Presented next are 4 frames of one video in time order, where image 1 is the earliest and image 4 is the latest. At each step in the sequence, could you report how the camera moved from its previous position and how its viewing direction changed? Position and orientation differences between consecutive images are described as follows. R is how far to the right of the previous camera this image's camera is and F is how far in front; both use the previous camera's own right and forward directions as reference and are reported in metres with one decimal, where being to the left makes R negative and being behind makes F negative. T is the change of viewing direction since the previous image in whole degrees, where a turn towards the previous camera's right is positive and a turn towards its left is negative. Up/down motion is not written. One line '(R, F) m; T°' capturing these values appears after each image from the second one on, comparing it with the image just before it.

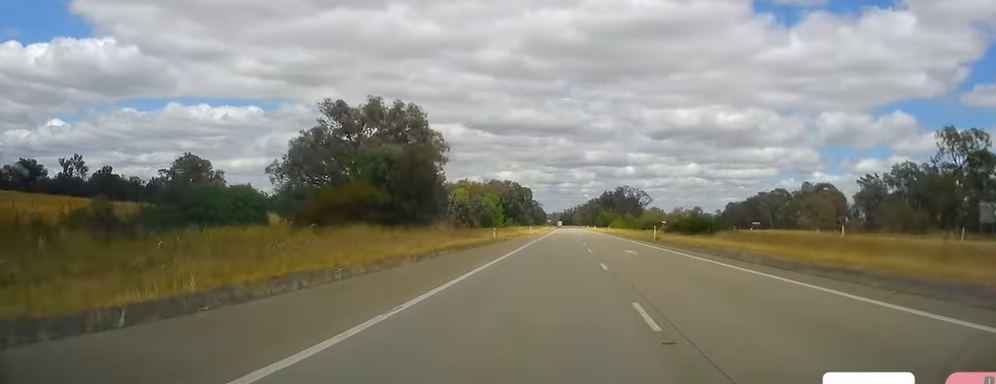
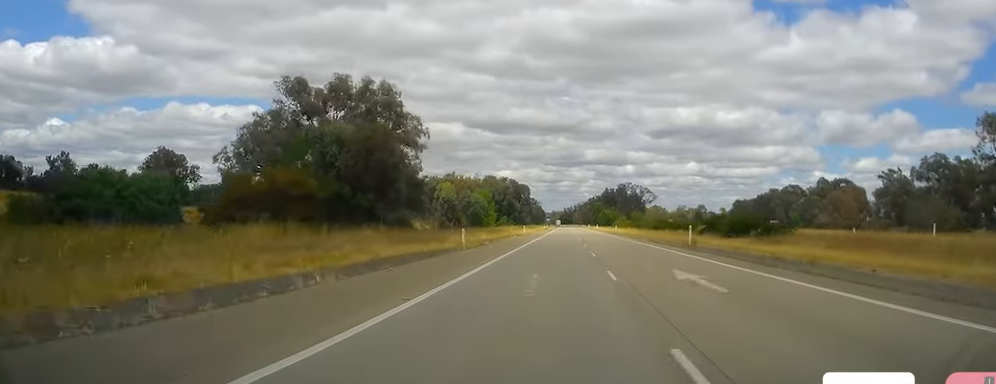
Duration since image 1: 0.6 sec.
(-0.2, +16.4) m; -1°
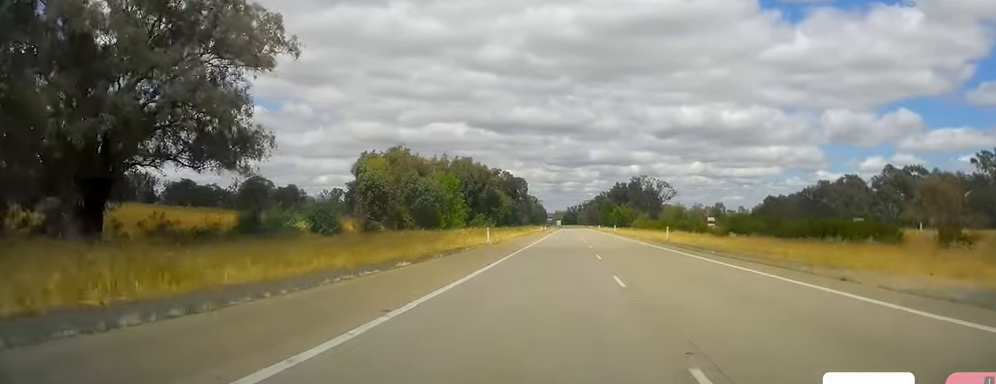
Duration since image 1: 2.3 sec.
(-0.6, +49.2) m; 0°
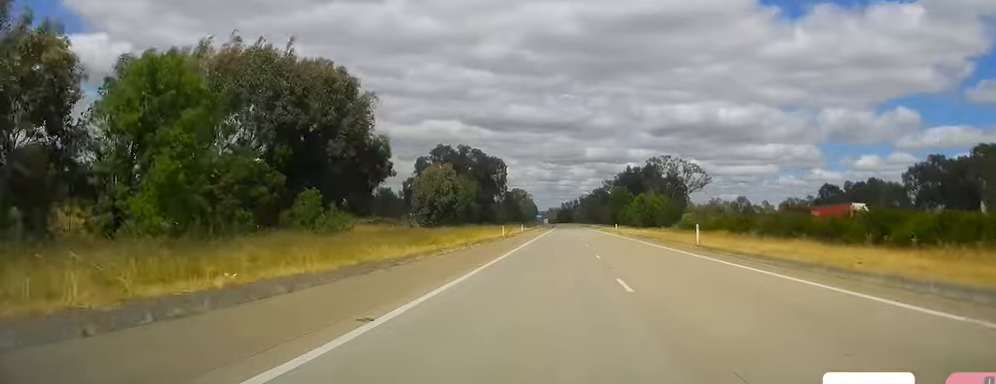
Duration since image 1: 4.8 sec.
(-0.4, +73.0) m; 0°
